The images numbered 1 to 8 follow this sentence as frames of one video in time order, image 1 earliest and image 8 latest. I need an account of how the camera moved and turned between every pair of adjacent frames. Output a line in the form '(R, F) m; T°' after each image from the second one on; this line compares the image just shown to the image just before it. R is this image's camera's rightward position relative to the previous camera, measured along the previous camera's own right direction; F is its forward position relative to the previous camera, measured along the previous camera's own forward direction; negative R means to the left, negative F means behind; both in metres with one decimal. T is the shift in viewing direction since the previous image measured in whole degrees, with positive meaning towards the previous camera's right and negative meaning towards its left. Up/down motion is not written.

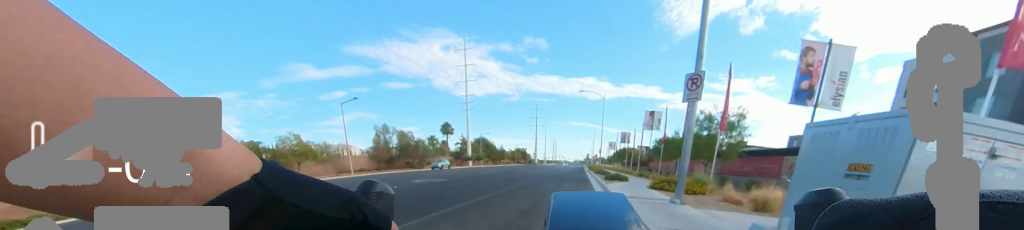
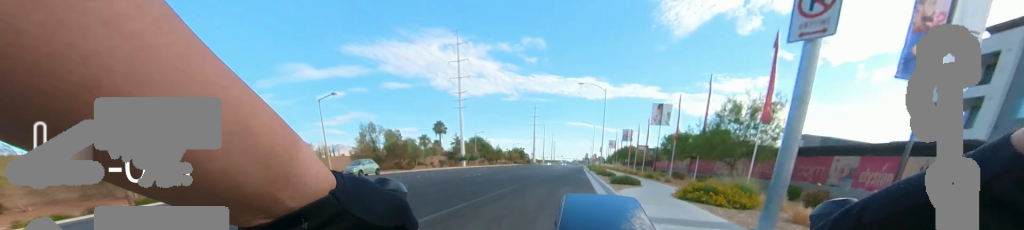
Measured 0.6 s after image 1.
(0.0, +3.4) m; 0°
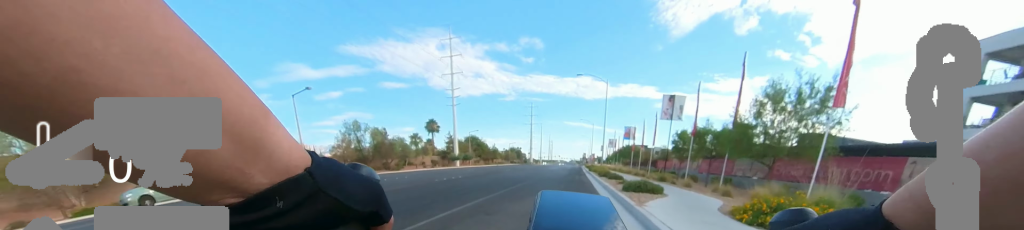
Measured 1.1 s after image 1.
(0.0, +3.3) m; 0°
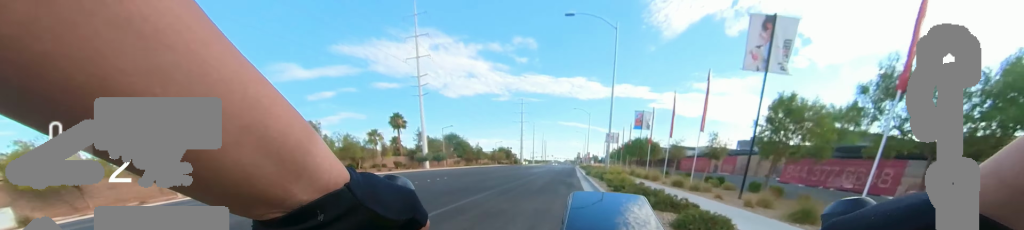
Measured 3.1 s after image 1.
(0.0, +12.8) m; 0°
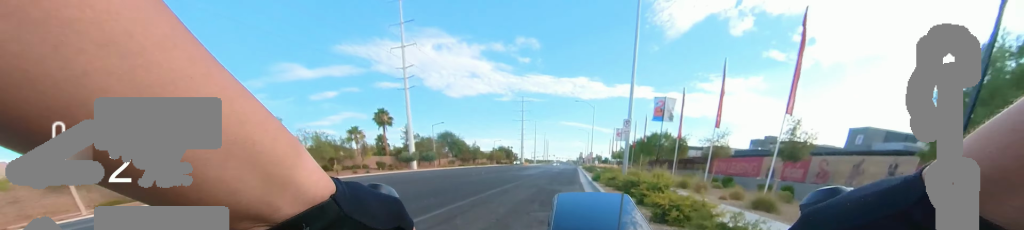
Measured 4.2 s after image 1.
(0.0, +6.4) m; 0°
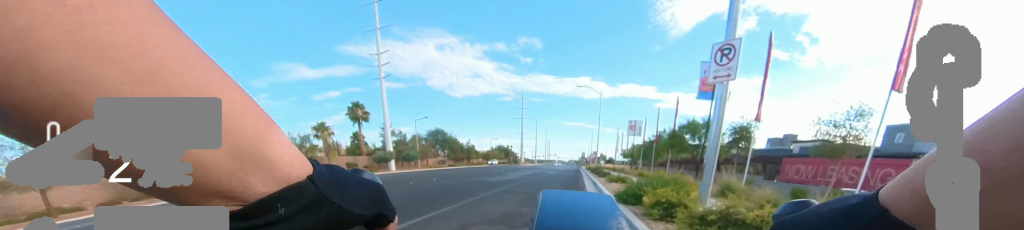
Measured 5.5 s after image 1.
(0.0, +7.9) m; 0°
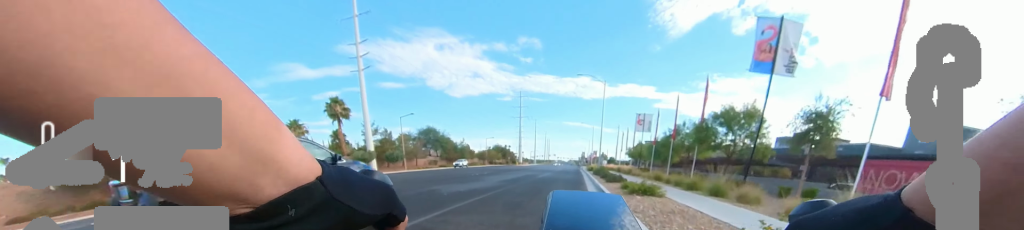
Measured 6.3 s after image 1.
(0.0, +4.5) m; 0°
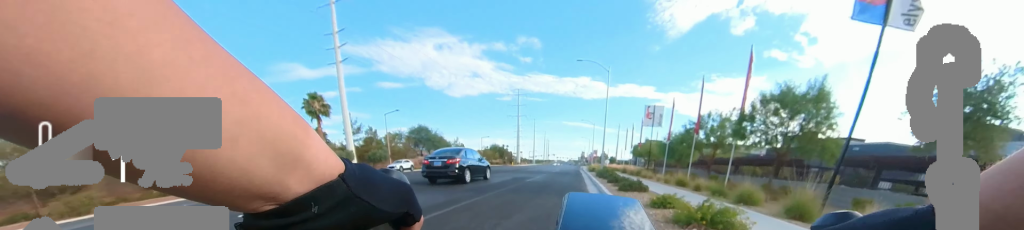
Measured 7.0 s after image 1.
(0.0, +3.9) m; 0°
